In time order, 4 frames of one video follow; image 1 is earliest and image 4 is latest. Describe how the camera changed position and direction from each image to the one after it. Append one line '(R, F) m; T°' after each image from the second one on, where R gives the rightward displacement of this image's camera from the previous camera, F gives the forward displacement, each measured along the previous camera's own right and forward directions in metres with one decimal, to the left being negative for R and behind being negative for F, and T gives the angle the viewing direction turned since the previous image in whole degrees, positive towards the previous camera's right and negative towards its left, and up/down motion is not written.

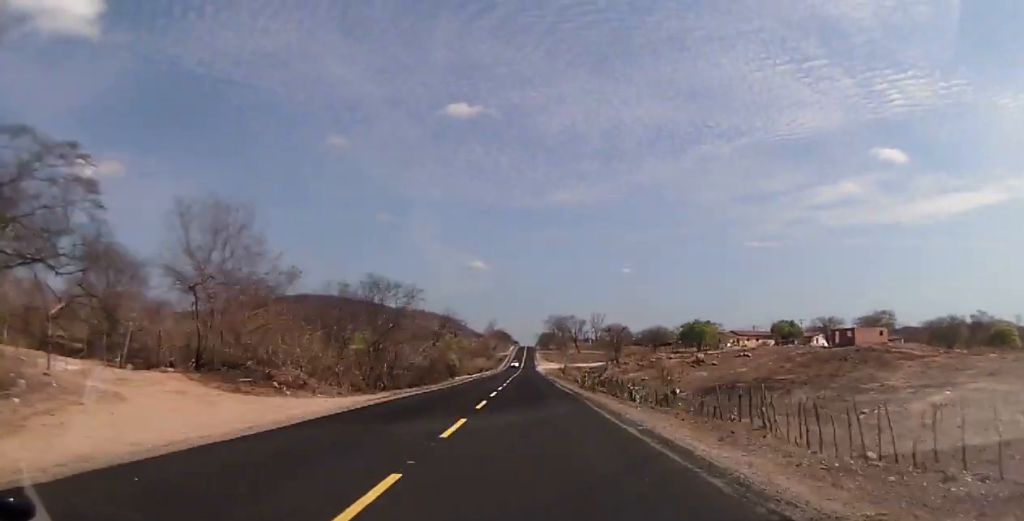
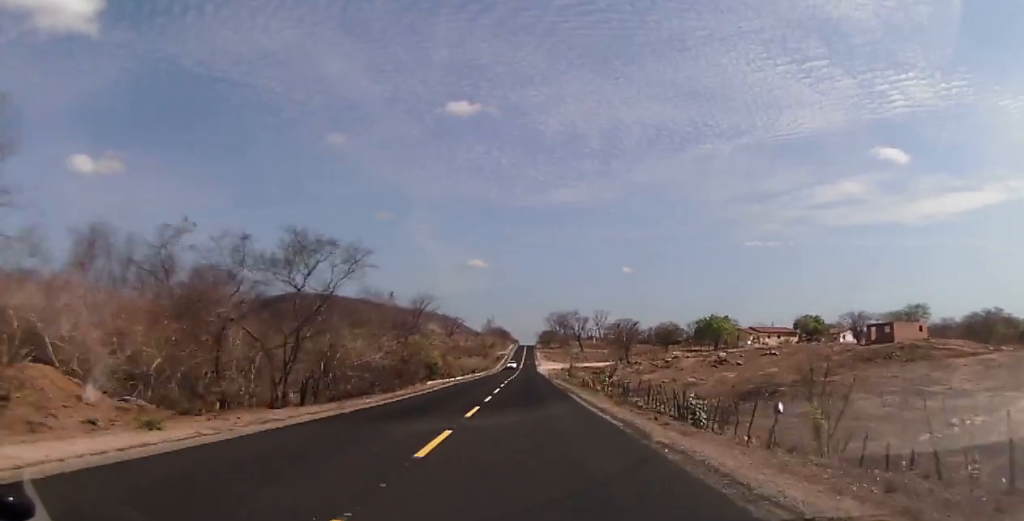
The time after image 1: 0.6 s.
(-0.2, +16.5) m; 0°
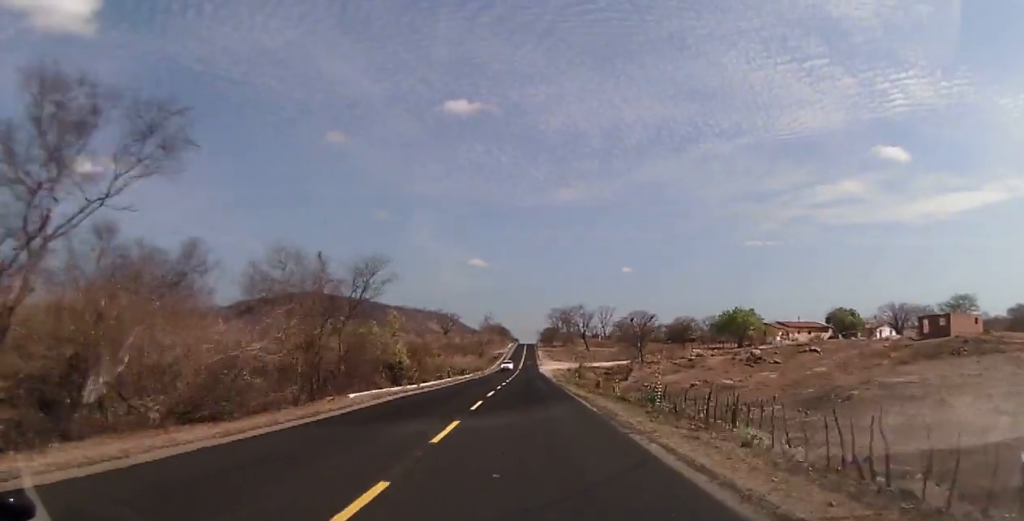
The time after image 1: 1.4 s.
(-0.1, +19.2) m; +1°
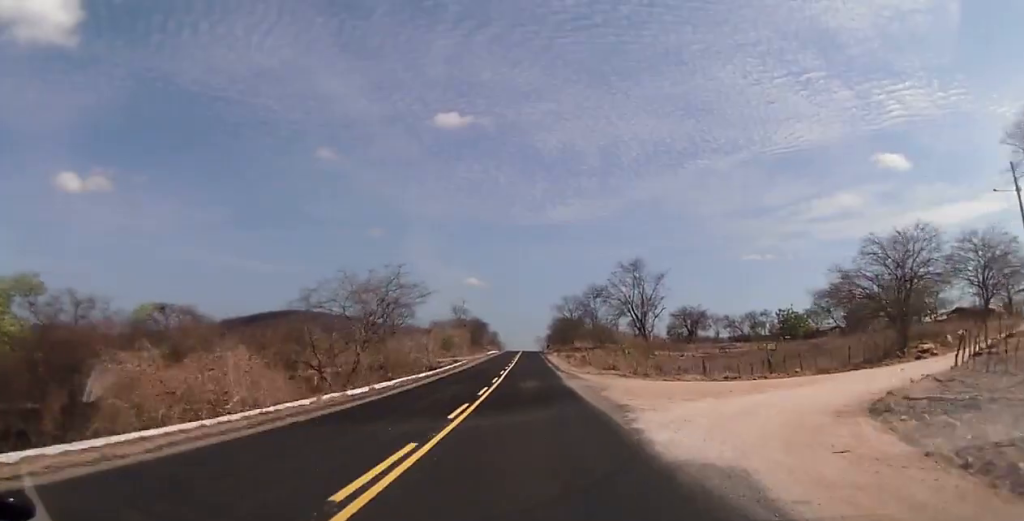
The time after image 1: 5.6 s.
(-0.3, +111.9) m; 0°
